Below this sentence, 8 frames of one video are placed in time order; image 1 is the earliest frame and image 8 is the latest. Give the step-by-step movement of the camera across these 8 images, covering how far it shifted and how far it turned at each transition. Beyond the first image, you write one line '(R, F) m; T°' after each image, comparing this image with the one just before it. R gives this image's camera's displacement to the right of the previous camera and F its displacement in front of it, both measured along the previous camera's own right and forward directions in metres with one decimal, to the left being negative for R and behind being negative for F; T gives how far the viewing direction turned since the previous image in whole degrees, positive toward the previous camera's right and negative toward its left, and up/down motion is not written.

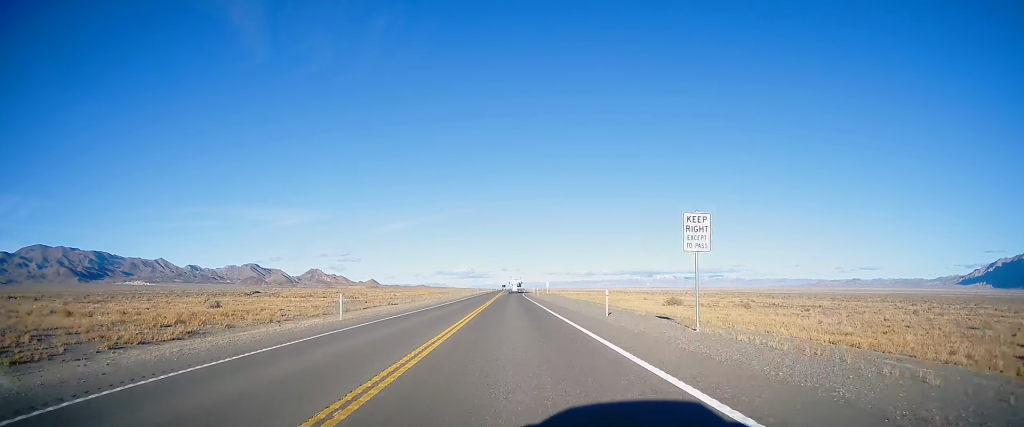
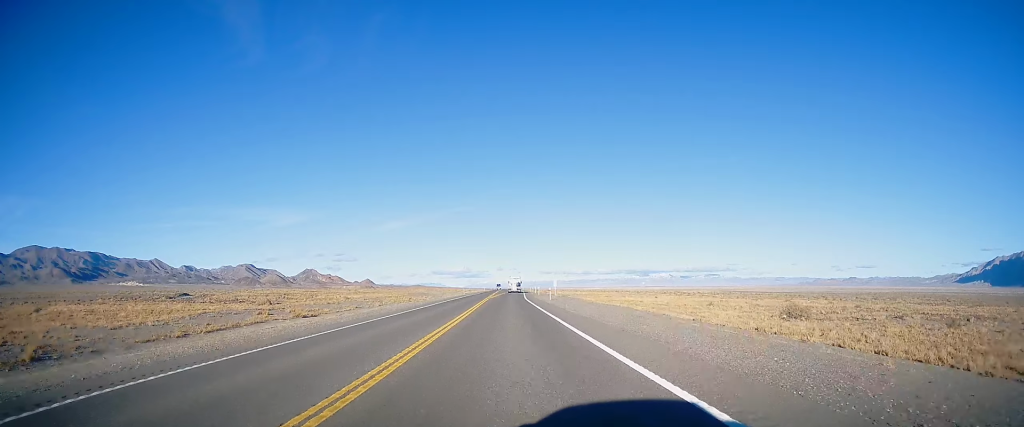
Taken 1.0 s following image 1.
(-0.2, +33.5) m; 0°
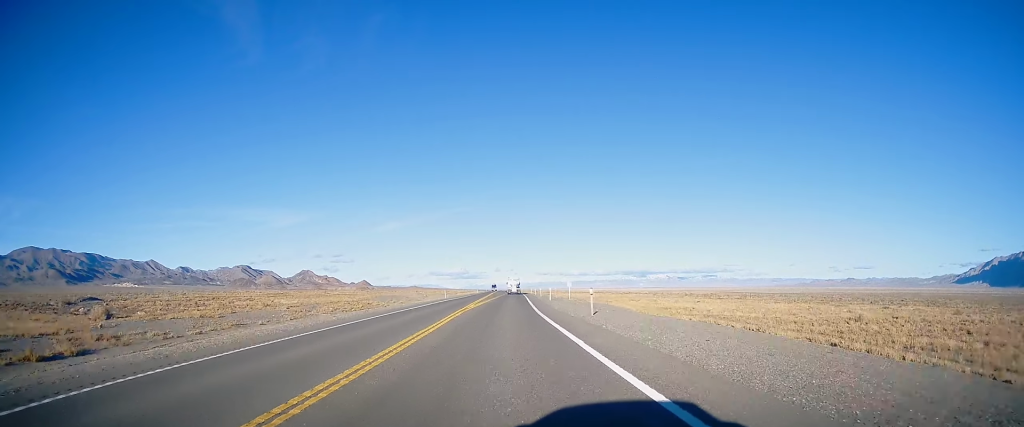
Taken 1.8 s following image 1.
(0.0, +29.2) m; +1°
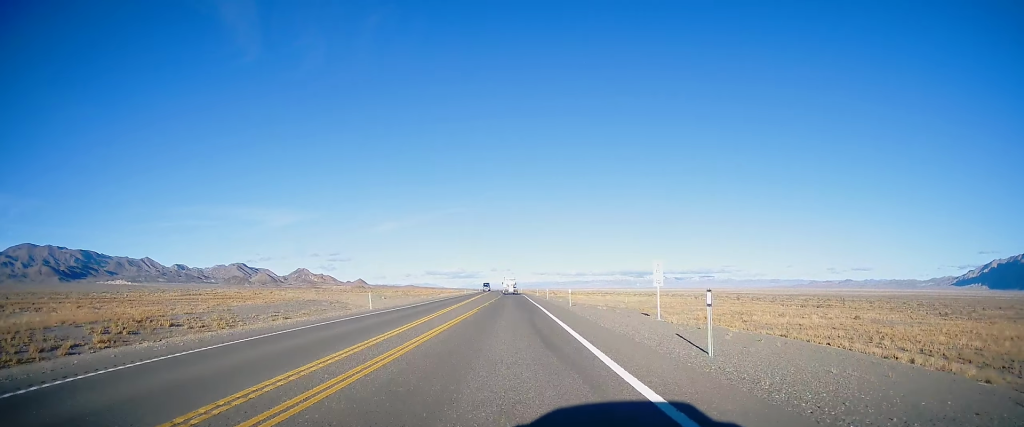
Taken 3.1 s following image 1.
(+0.5, +44.9) m; 0°
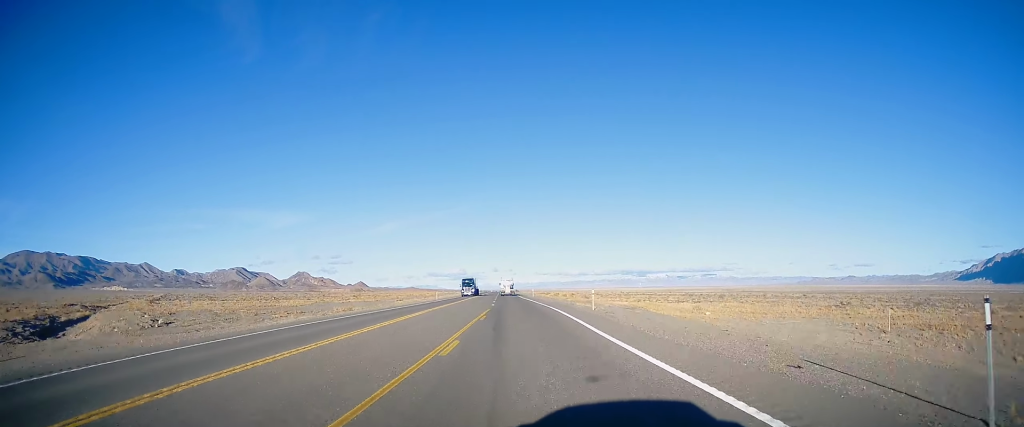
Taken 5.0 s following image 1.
(0.0, +67.6) m; 0°
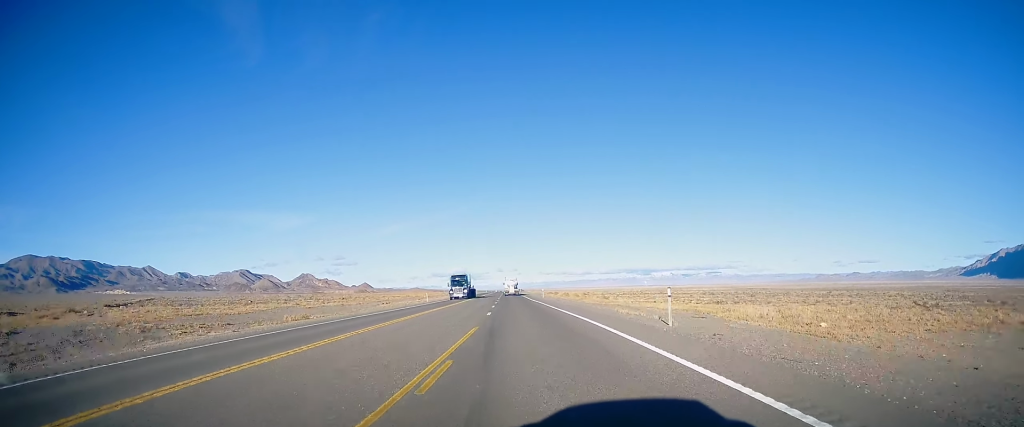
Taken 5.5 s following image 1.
(-0.1, +16.3) m; -1°
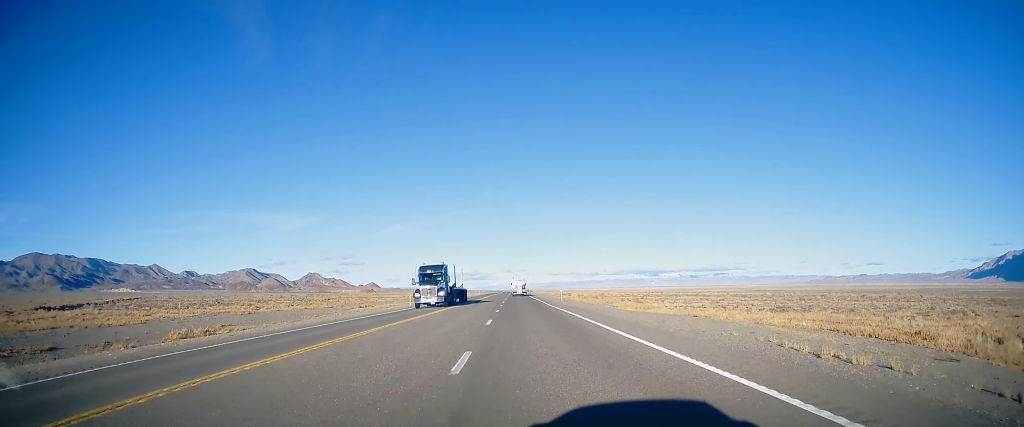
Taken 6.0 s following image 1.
(-0.1, +18.6) m; -1°
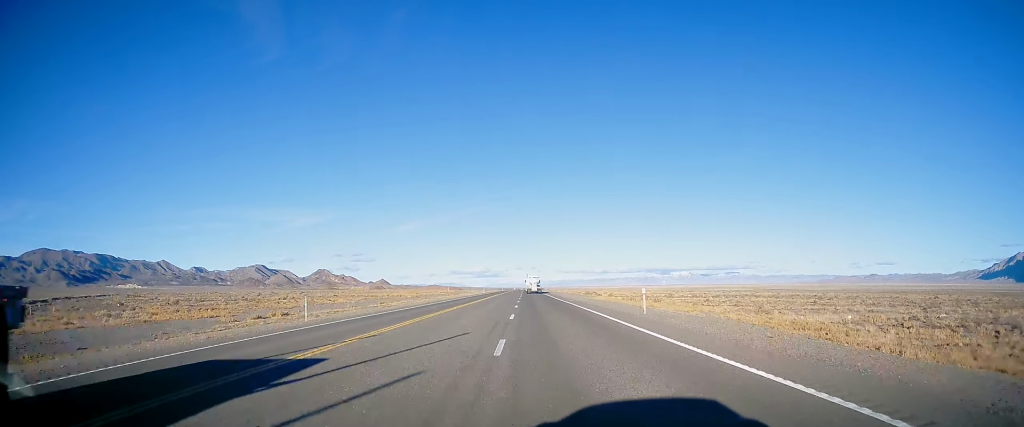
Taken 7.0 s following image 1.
(-0.4, +34.1) m; -1°
